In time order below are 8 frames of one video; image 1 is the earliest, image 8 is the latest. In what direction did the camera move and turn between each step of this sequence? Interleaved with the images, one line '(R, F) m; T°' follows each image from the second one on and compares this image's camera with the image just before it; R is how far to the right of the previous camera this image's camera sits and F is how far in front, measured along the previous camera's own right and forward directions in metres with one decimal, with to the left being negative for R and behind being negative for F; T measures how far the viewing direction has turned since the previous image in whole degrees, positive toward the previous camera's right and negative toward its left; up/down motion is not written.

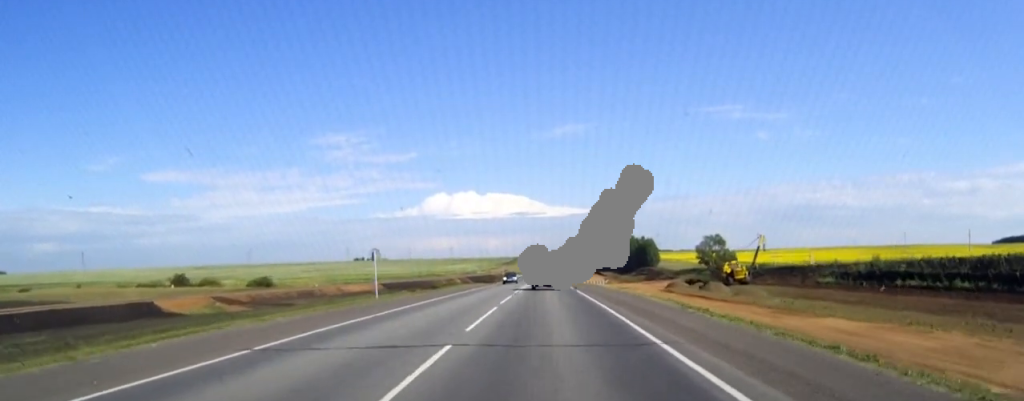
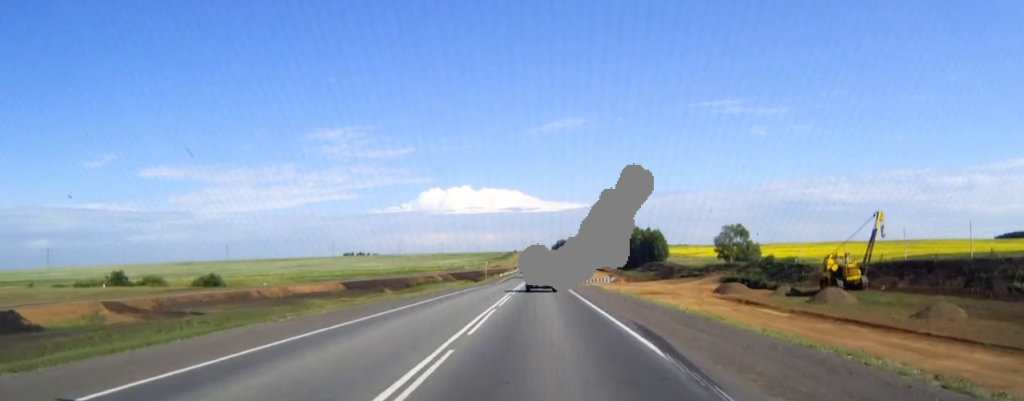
(+0.2, +37.5) m; 0°
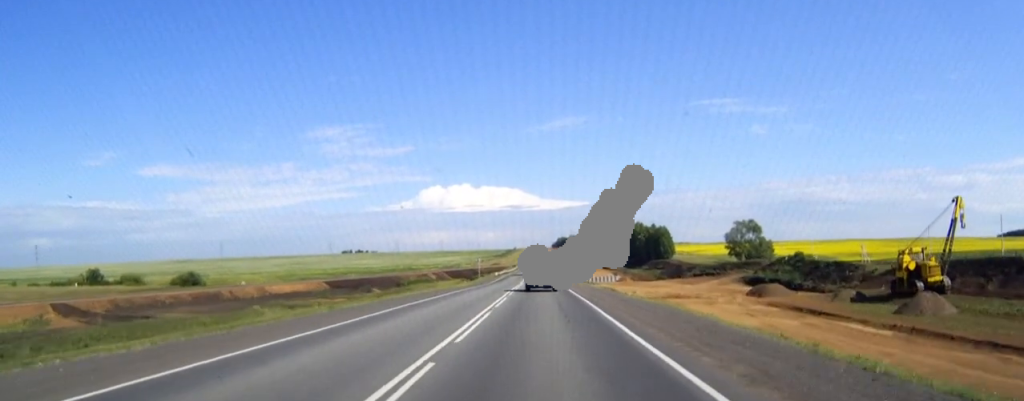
(0.0, +13.6) m; 0°
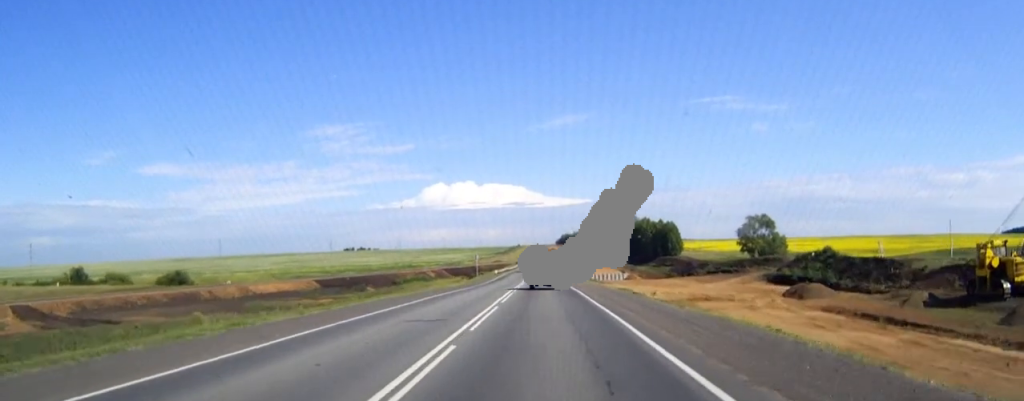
(0.0, +9.9) m; 0°
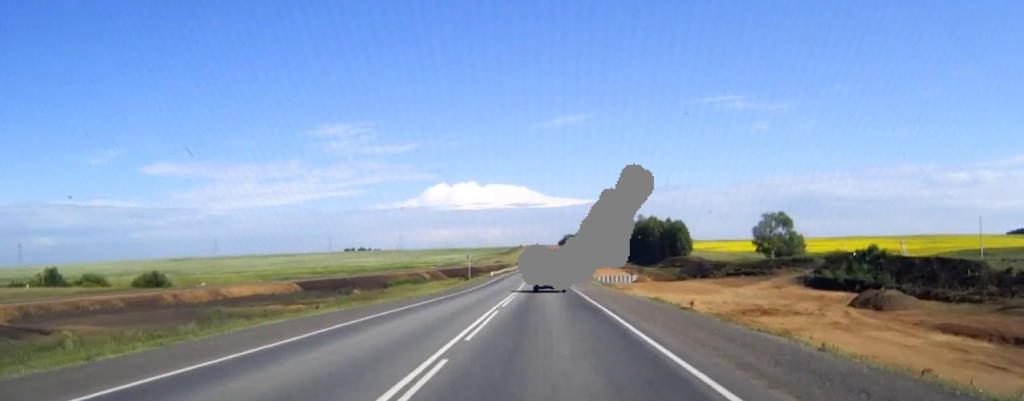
(0.0, +13.6) m; 0°
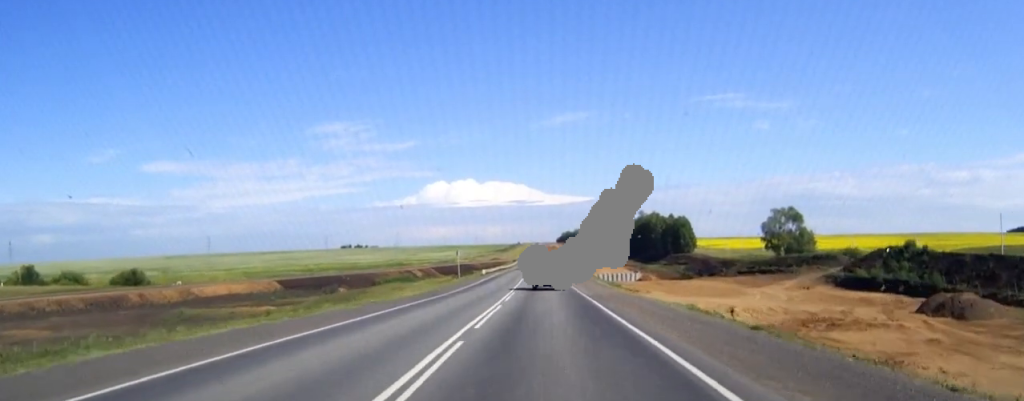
(0.0, +9.8) m; 0°
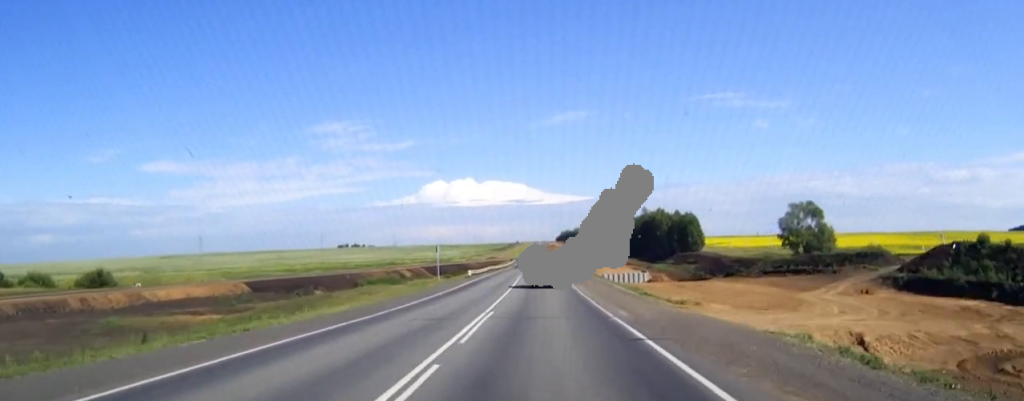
(0.0, +14.7) m; 0°
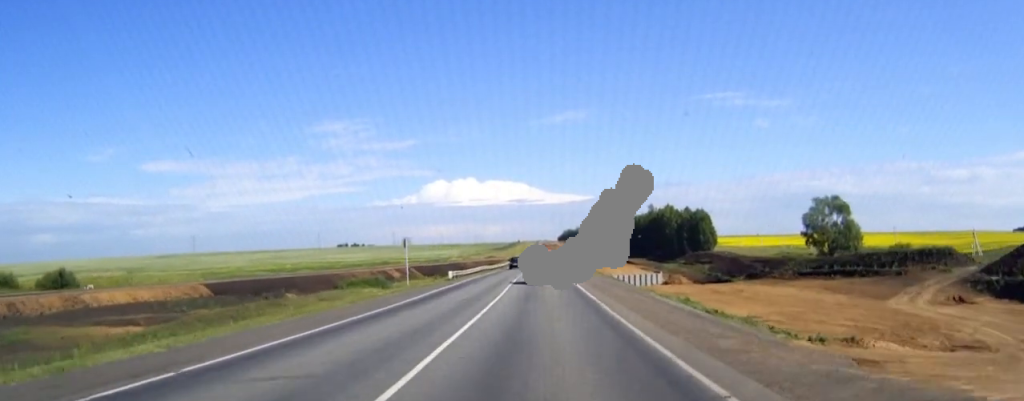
(0.0, +15.4) m; 0°
